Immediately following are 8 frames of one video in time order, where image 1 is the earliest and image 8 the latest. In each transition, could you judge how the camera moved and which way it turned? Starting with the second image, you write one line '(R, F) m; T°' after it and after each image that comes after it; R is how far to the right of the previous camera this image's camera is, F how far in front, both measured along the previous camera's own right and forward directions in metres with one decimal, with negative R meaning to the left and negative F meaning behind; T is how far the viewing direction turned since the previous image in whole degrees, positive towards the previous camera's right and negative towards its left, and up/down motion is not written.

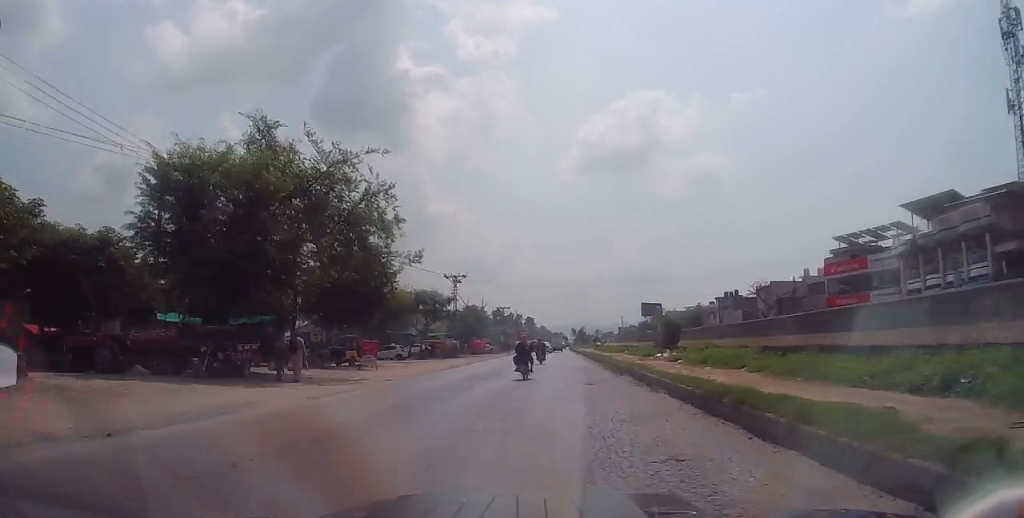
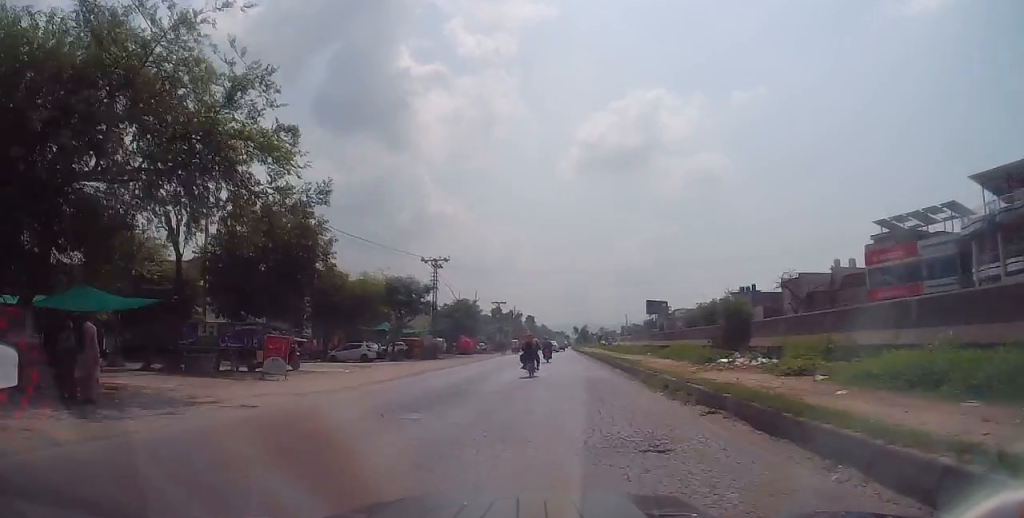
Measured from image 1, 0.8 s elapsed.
(-0.1, +11.5) m; +1°
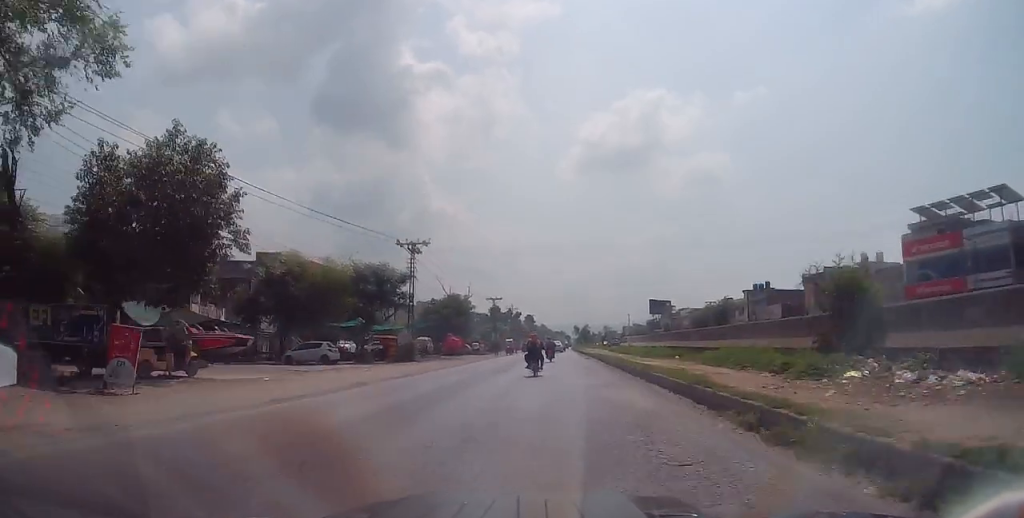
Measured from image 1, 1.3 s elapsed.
(+0.3, +8.6) m; 0°
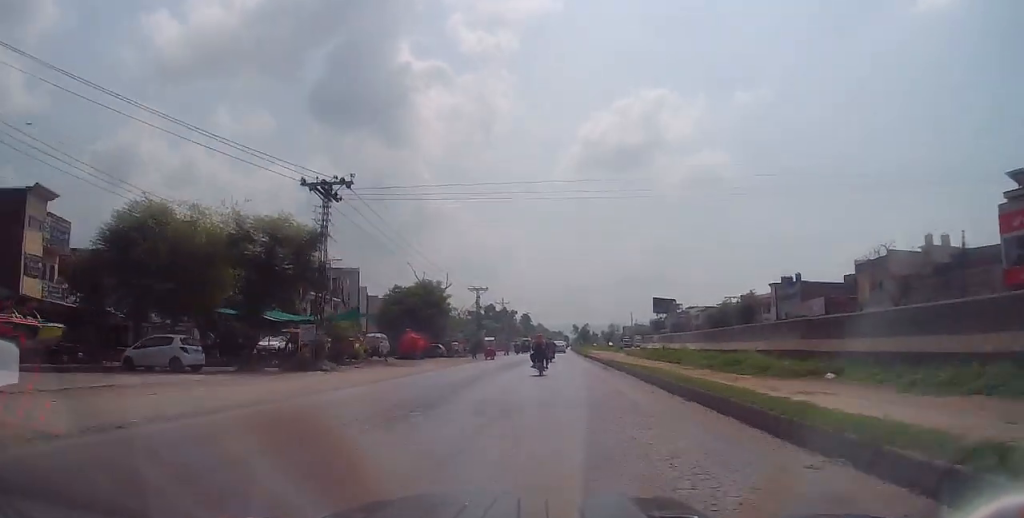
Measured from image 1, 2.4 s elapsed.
(-0.2, +16.8) m; -1°
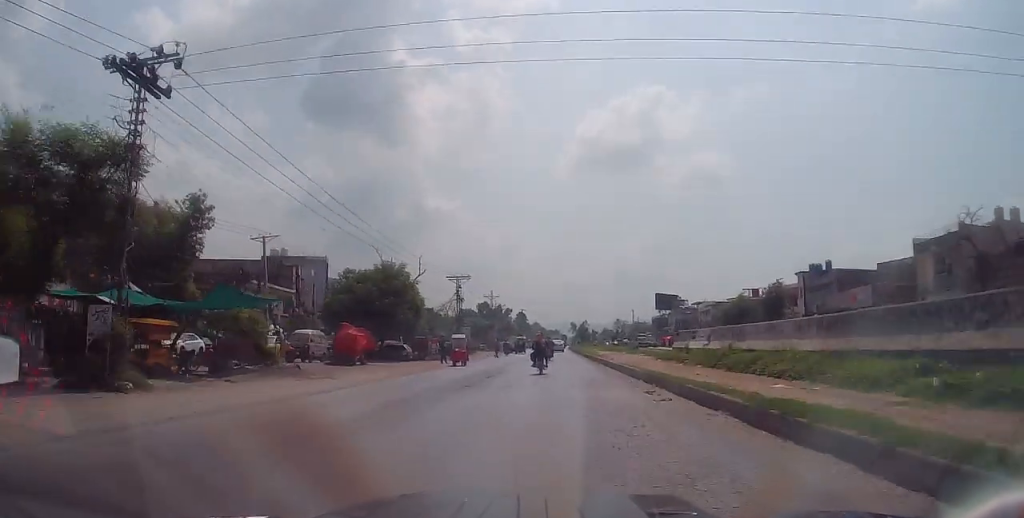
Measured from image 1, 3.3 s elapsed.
(+0.1, +13.5) m; -1°
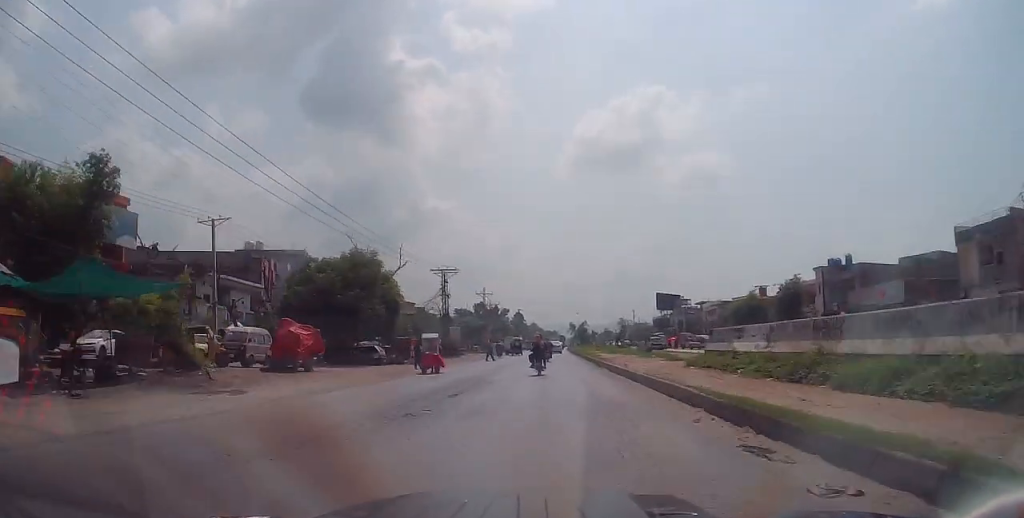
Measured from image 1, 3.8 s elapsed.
(+0.1, +7.3) m; 0°
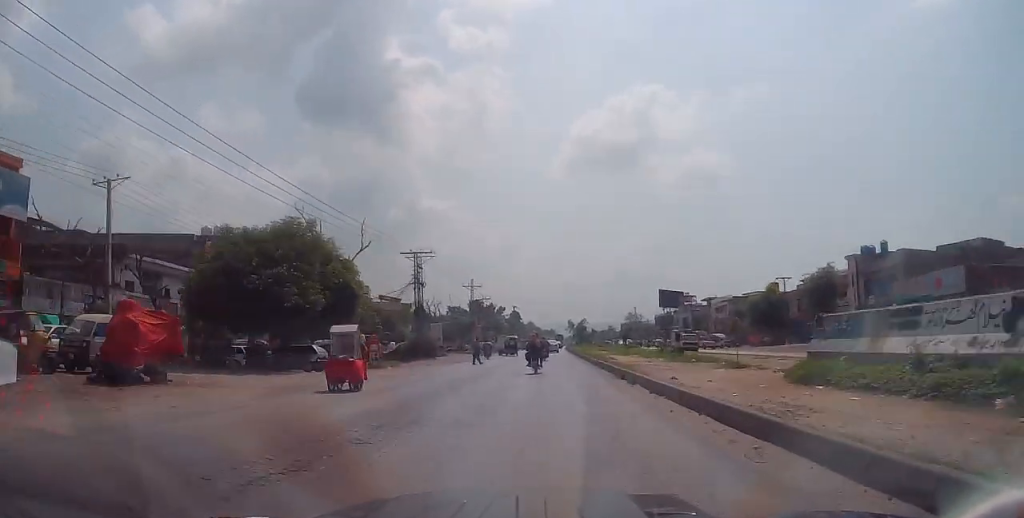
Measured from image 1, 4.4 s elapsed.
(-0.3, +10.6) m; 0°
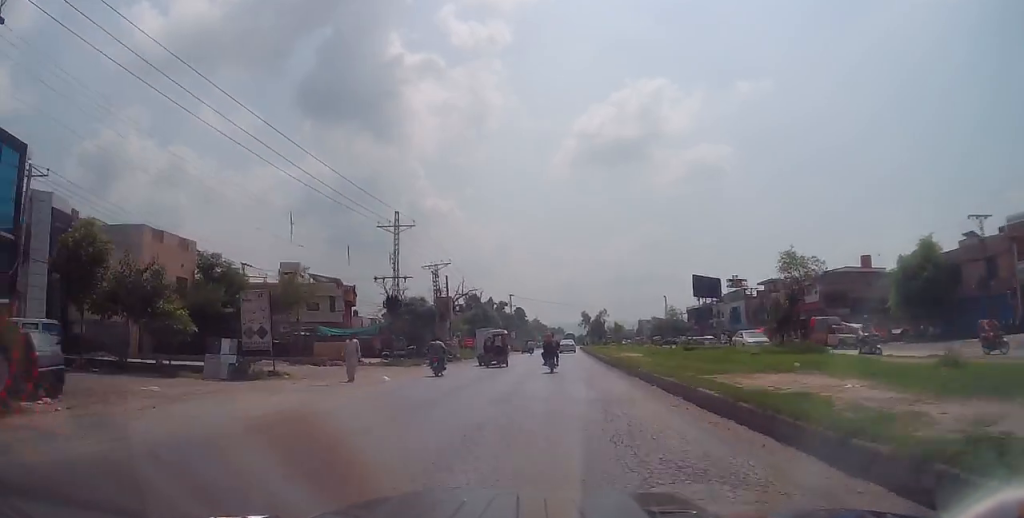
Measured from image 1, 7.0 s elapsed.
(+1.0, +41.2) m; +1°
